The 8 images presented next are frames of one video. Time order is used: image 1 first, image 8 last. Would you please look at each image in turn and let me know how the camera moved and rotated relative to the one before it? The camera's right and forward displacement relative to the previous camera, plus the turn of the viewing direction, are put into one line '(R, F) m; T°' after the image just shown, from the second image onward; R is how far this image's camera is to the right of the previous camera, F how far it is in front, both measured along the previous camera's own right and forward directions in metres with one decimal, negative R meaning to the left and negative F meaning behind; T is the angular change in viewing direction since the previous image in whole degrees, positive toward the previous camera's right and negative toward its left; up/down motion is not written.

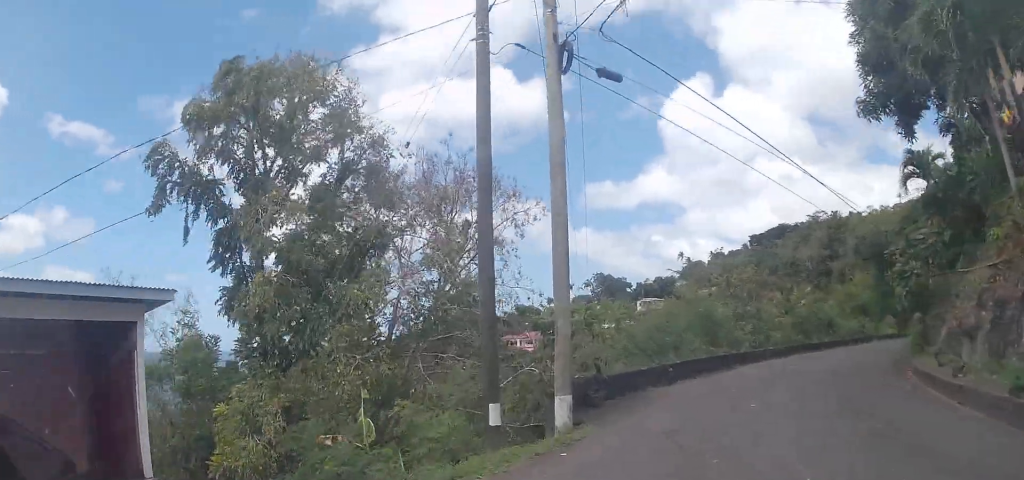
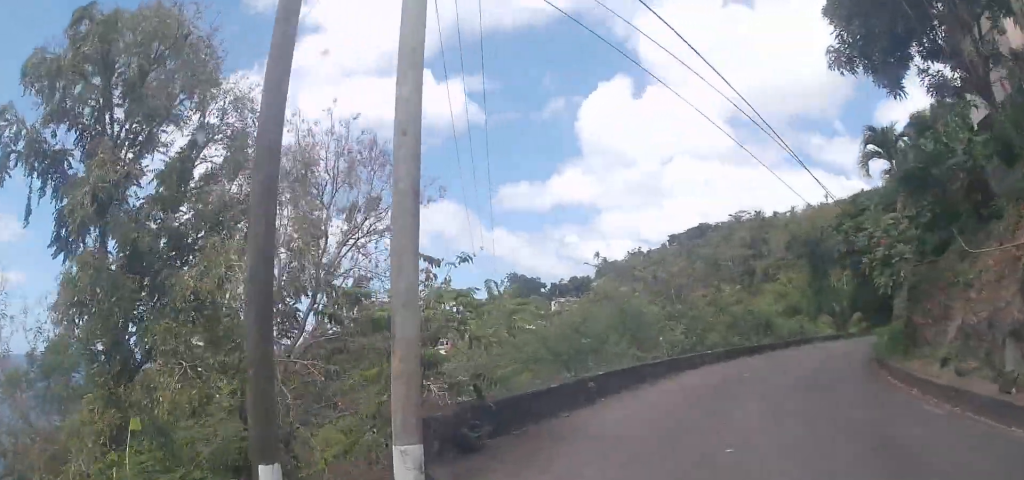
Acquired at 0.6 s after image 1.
(+0.2, +4.4) m; +10°
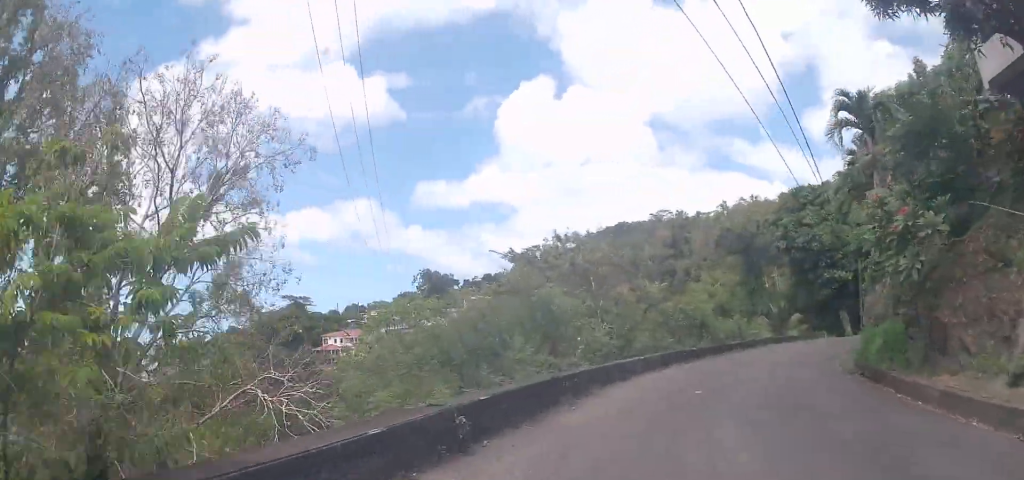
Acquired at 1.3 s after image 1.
(+0.7, +5.2) m; +7°
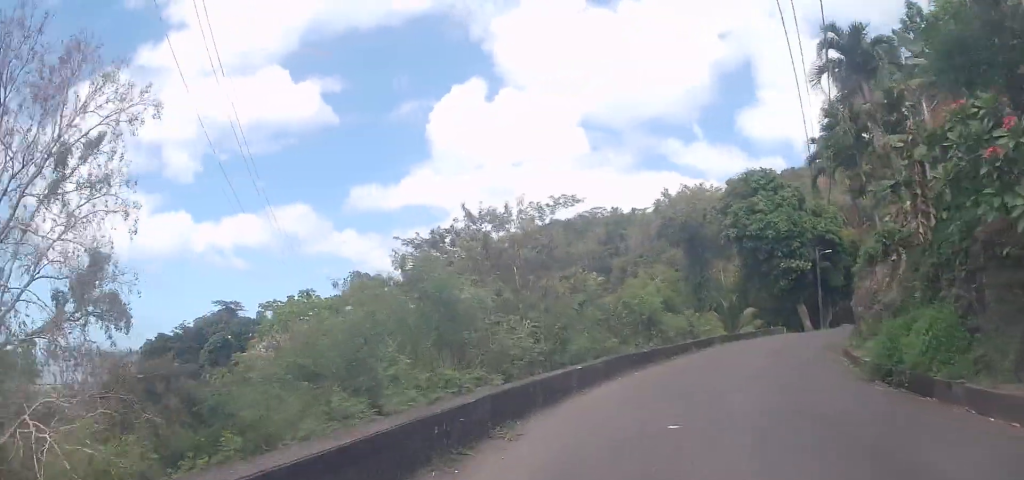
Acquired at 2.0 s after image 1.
(+0.3, +5.4) m; +6°
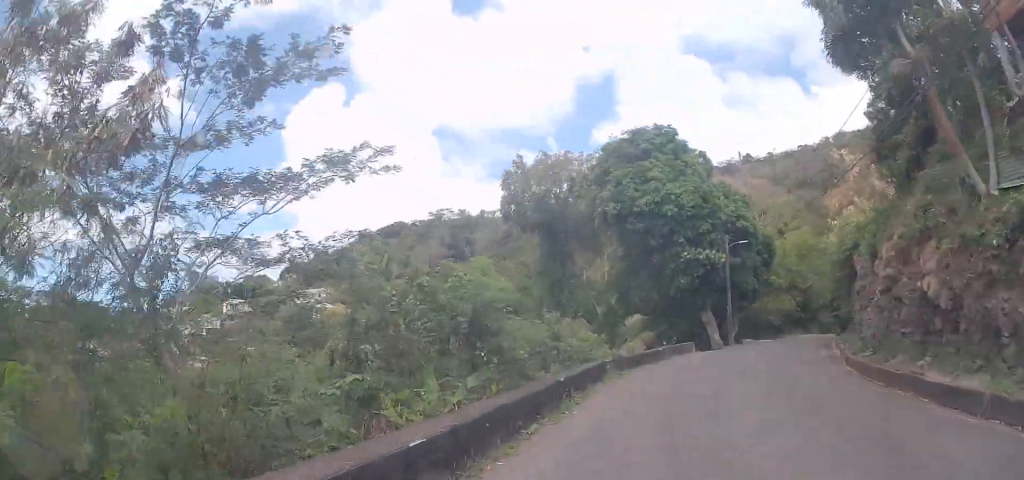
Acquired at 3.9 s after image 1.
(+2.1, +15.5) m; +15°
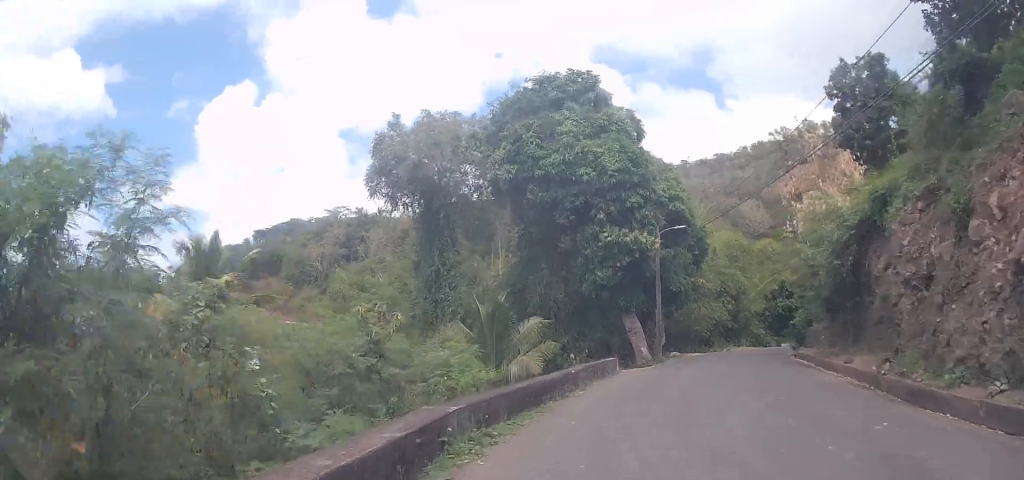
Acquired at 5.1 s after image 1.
(+0.5, +10.2) m; +6°
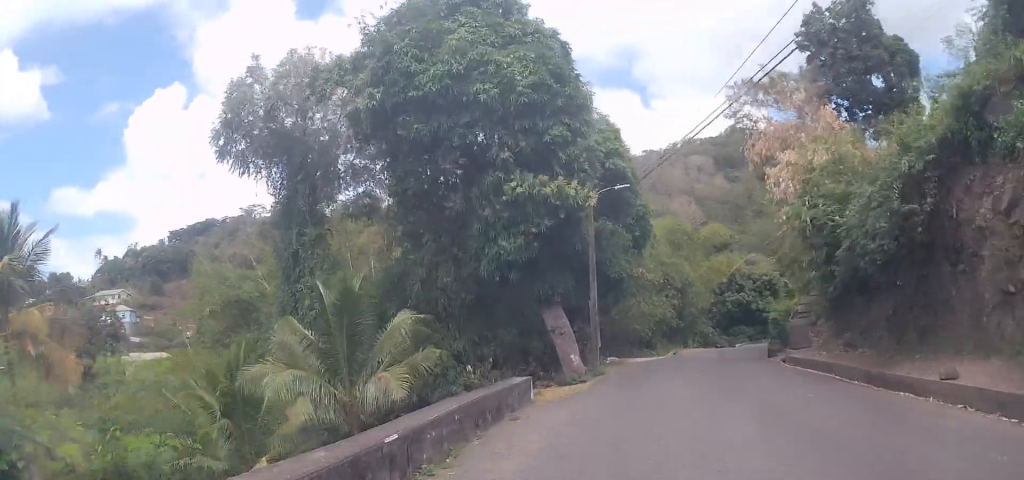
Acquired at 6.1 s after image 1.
(+0.5, +9.3) m; +7°
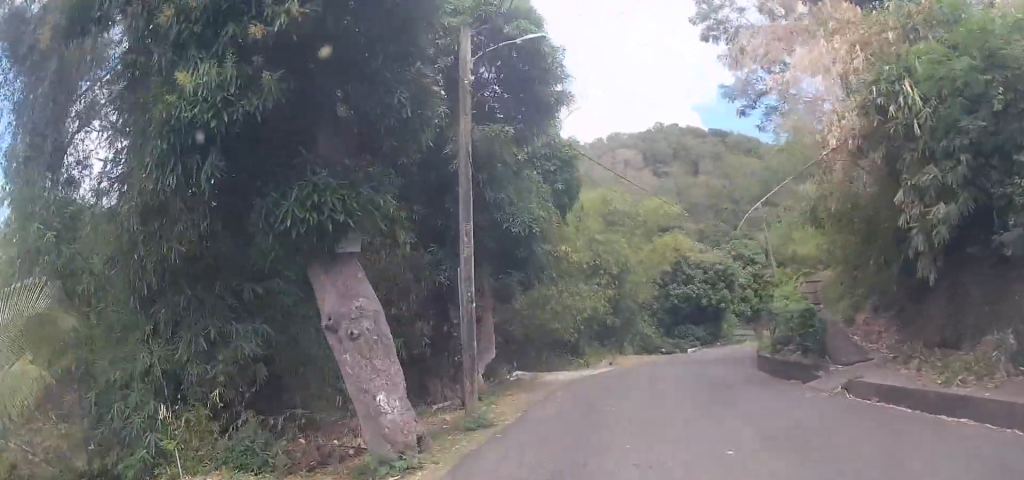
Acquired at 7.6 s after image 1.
(+1.3, +12.3) m; +11°
